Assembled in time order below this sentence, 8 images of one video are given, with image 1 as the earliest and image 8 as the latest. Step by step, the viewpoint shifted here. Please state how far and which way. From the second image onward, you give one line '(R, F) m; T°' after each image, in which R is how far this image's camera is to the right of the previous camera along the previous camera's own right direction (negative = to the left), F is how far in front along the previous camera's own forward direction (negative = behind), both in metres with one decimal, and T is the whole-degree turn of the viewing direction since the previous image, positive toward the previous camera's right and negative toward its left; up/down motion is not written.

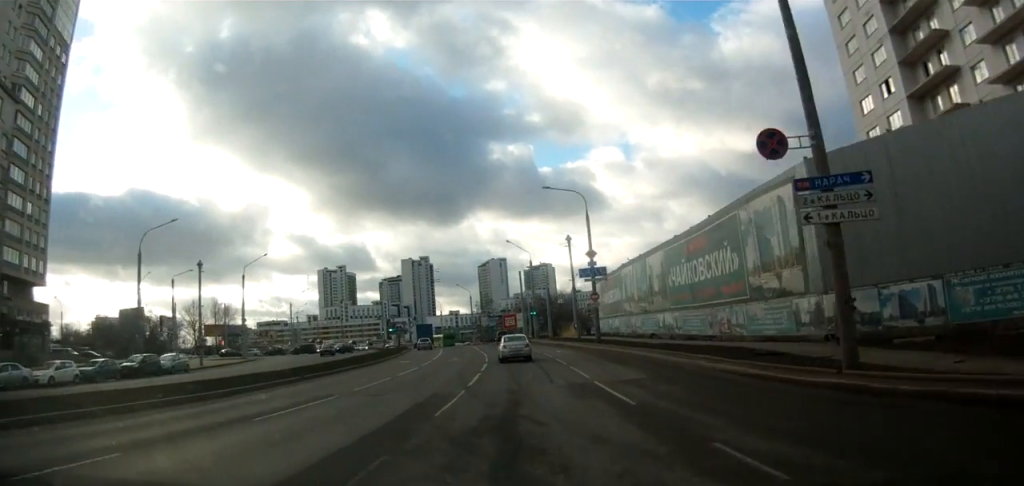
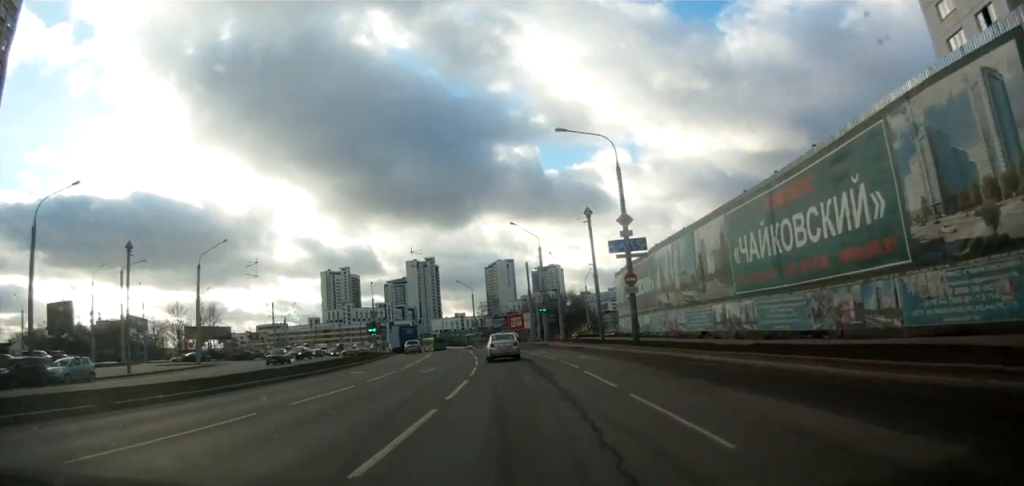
(-0.3, +13.6) m; -2°
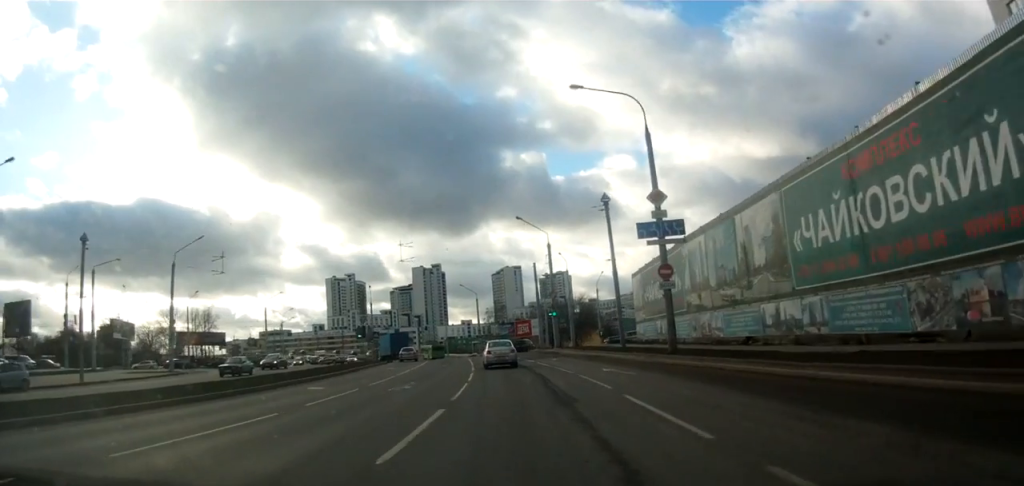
(0.0, +6.8) m; -1°
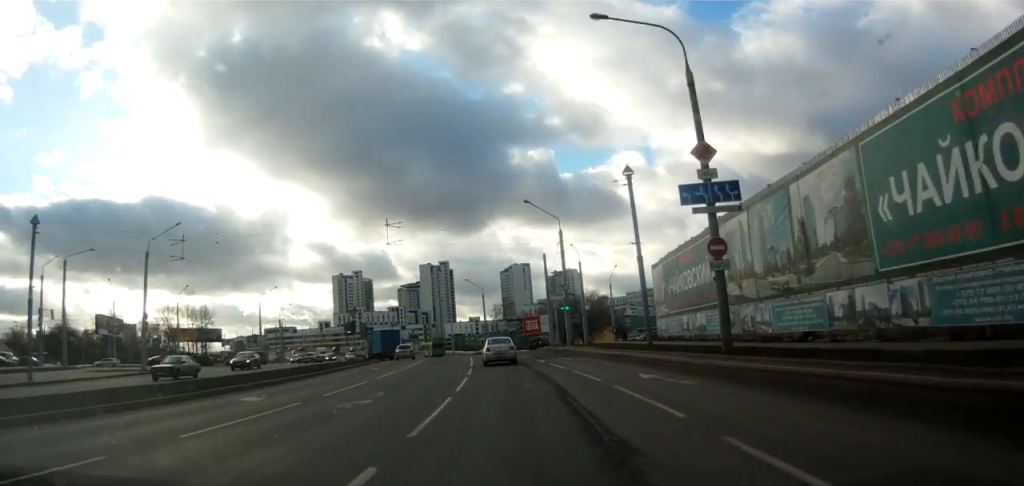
(0.0, +6.2) m; 0°
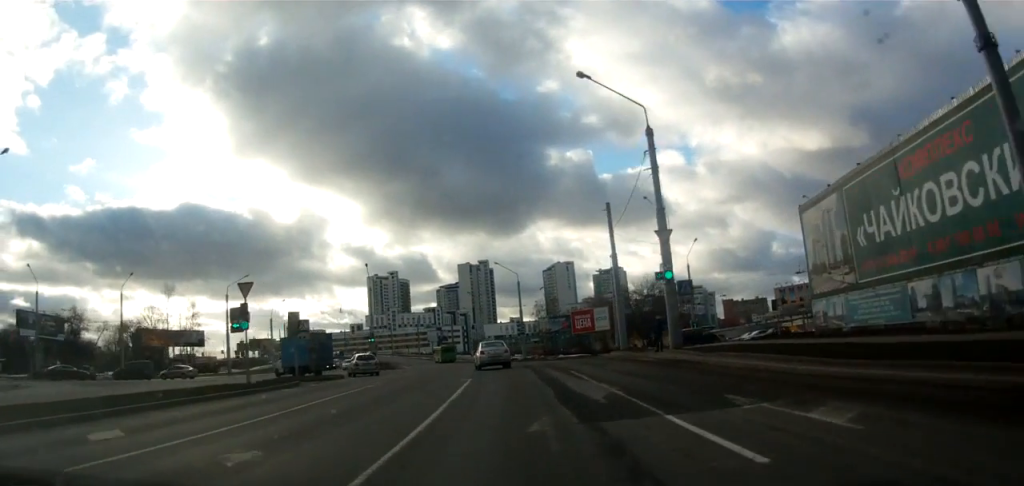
(-0.5, +26.7) m; -3°
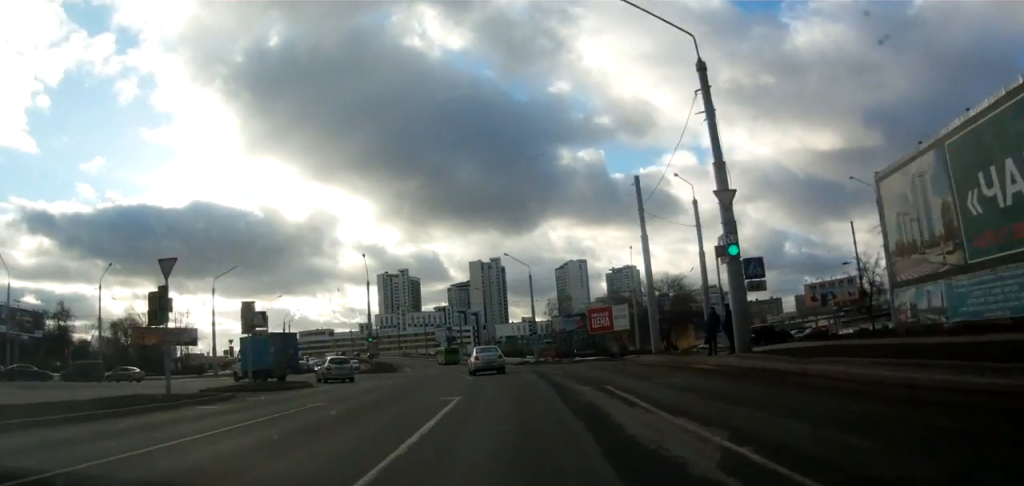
(-0.2, +7.4) m; -1°
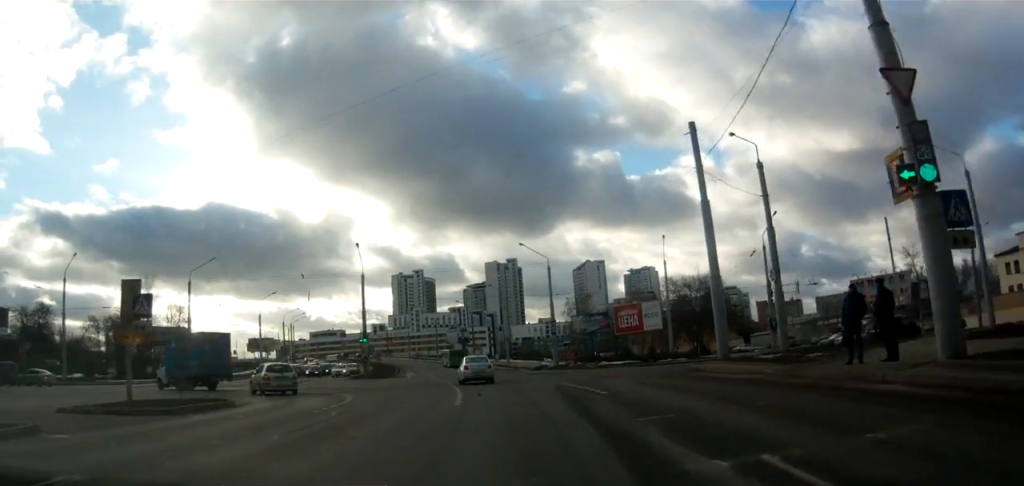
(-0.1, +9.9) m; -1°
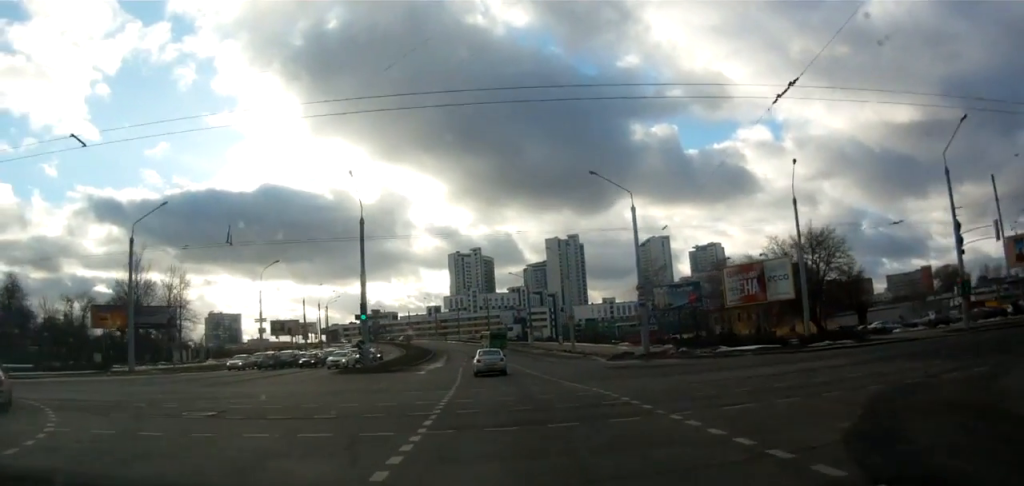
(-0.5, +21.3) m; -2°
